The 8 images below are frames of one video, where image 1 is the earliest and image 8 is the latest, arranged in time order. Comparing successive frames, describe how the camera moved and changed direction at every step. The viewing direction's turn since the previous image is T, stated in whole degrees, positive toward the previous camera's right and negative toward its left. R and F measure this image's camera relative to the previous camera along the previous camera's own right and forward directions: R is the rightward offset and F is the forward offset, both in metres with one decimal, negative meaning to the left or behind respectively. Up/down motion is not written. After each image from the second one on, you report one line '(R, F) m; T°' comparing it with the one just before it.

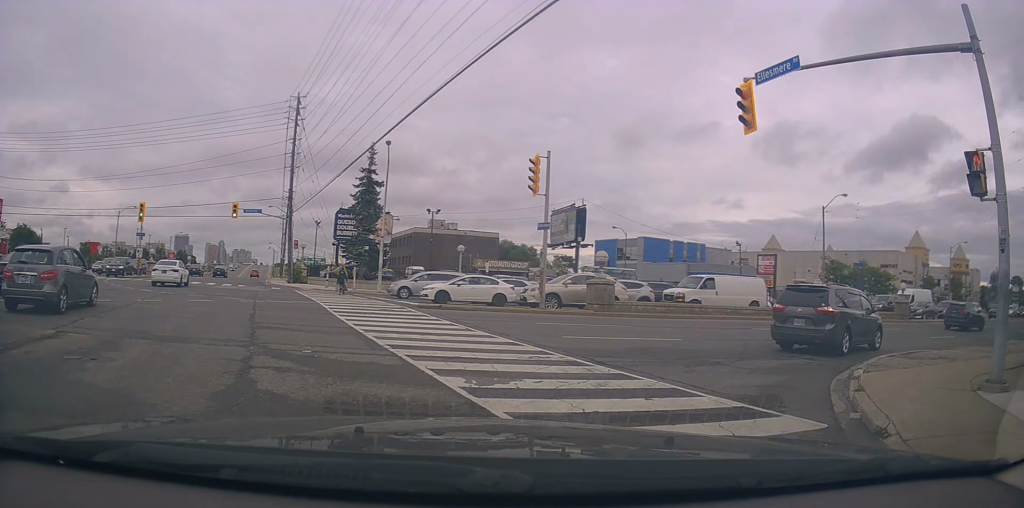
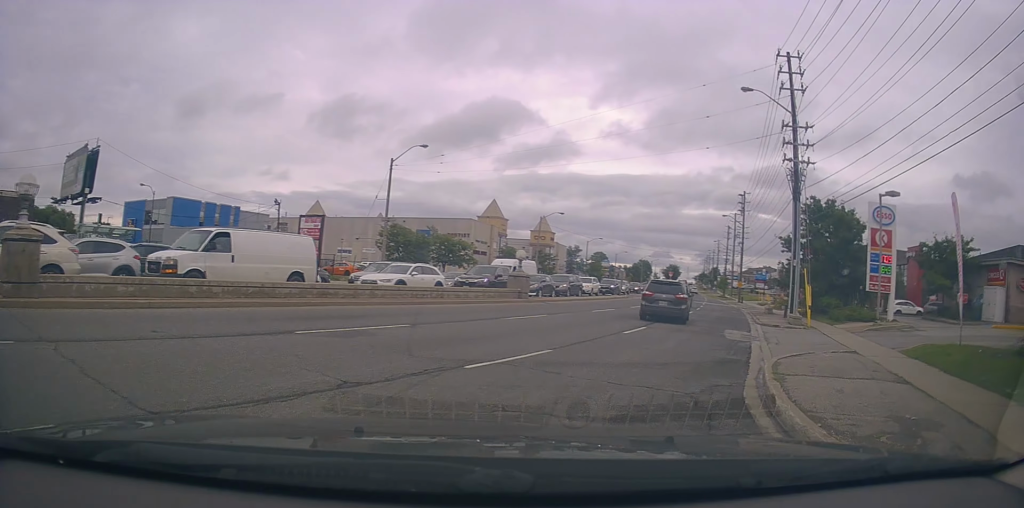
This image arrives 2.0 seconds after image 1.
(+4.4, +10.2) m; +47°
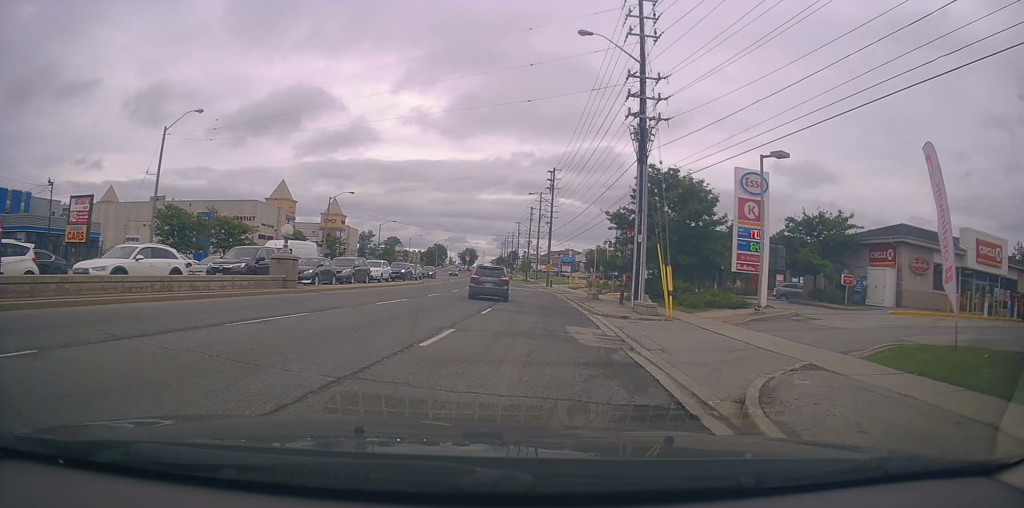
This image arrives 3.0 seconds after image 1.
(+1.3, +6.5) m; +16°
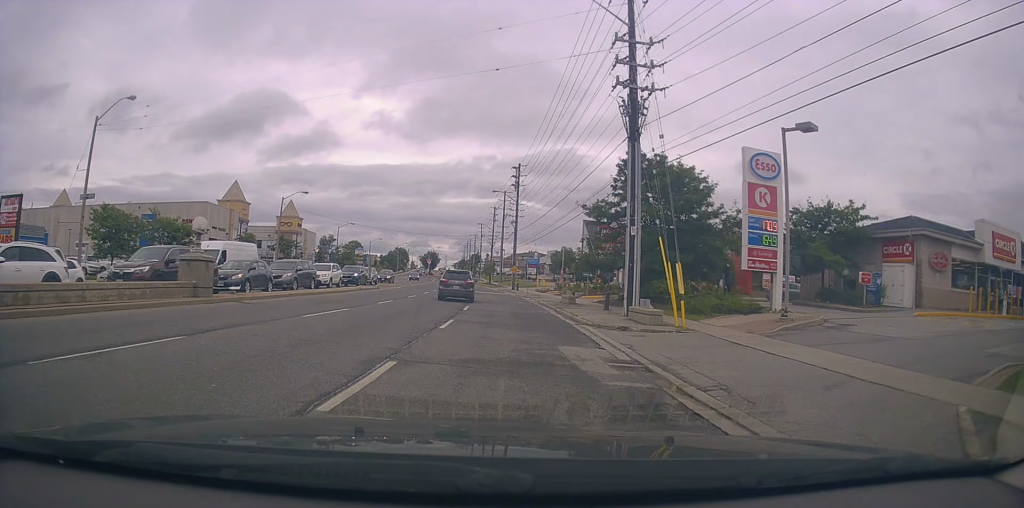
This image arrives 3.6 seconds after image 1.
(+0.3, +4.6) m; +3°
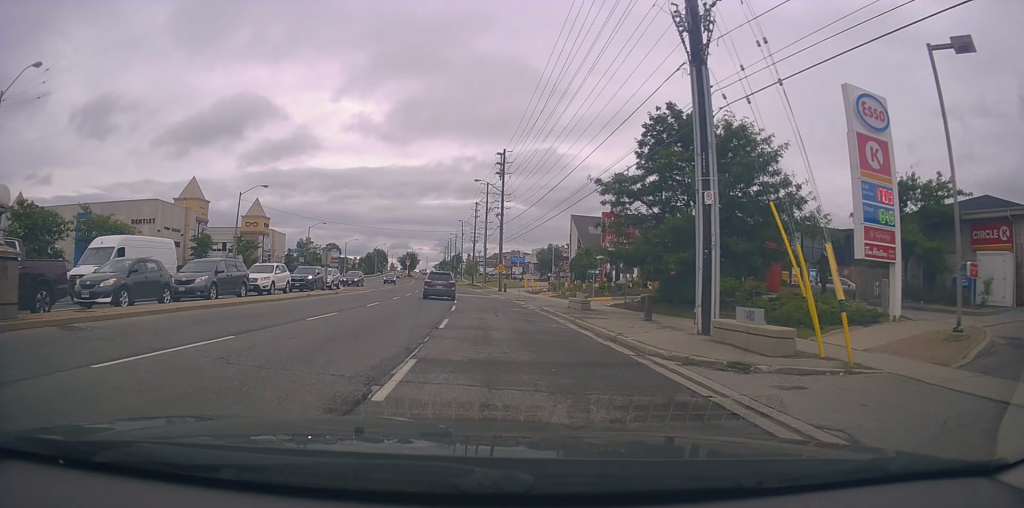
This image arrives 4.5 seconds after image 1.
(+0.2, +7.9) m; 0°
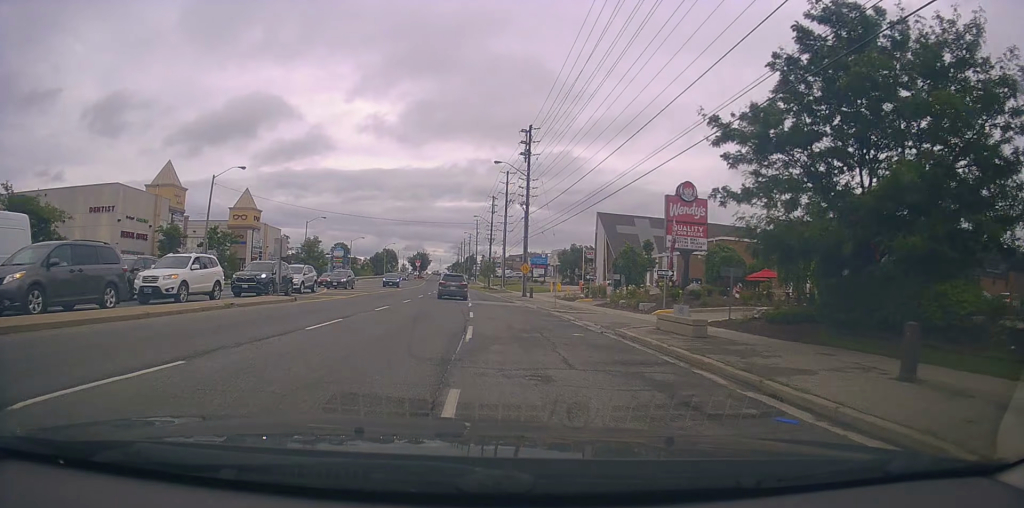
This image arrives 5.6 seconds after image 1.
(-0.1, +10.9) m; +1°
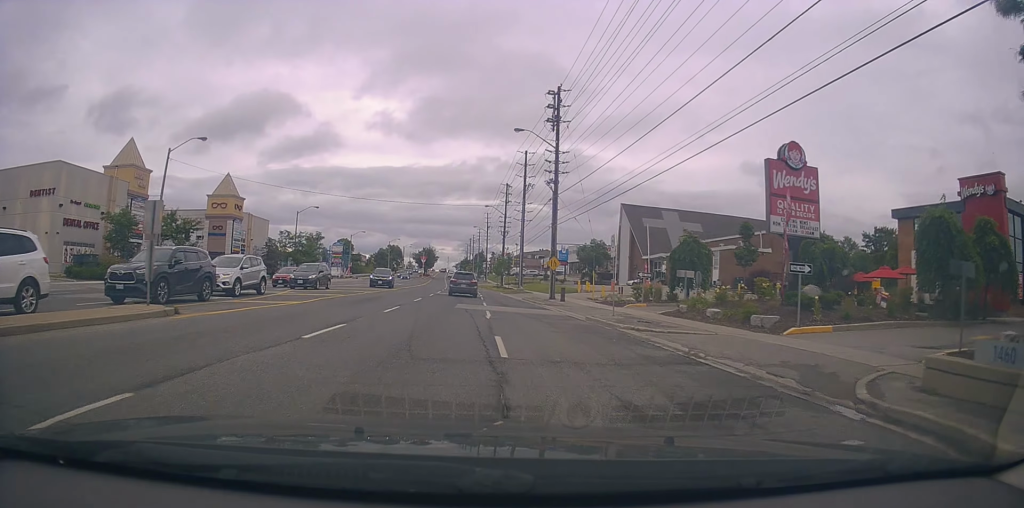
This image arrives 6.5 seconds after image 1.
(+0.3, +11.0) m; +1°
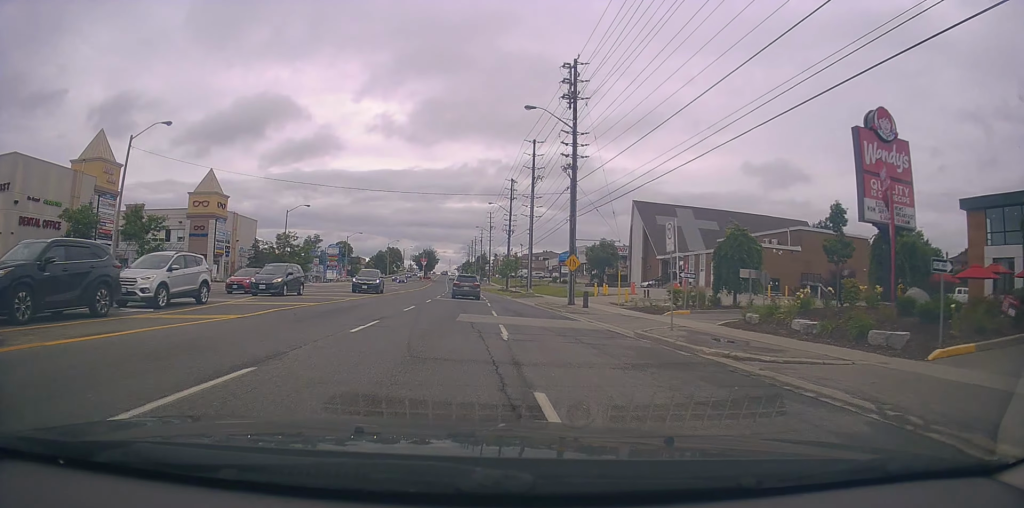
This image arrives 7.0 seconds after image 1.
(-0.2, +6.2) m; -1°
